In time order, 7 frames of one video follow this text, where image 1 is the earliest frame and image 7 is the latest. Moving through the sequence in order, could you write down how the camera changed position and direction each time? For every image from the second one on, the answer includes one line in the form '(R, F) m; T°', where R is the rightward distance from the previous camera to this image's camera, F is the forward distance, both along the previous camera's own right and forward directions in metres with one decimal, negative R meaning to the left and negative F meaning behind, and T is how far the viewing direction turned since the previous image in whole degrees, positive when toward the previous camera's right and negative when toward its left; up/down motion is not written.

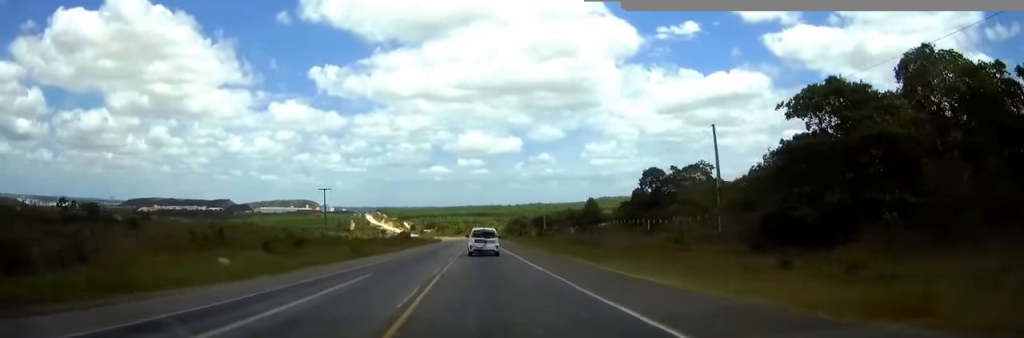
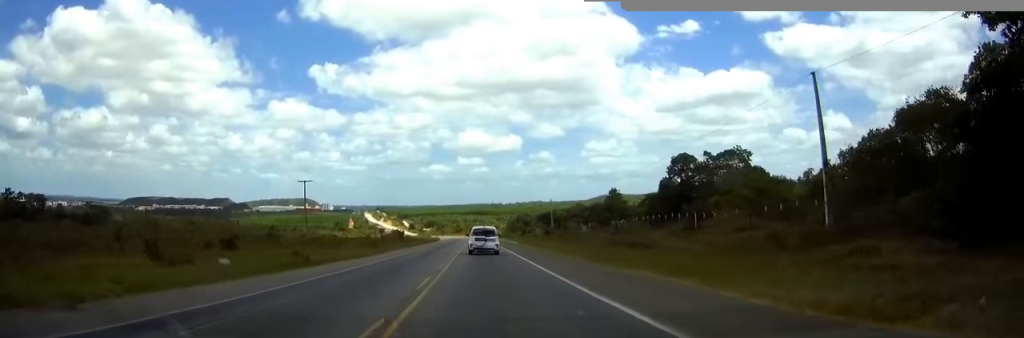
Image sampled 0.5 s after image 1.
(0.0, +14.6) m; 0°
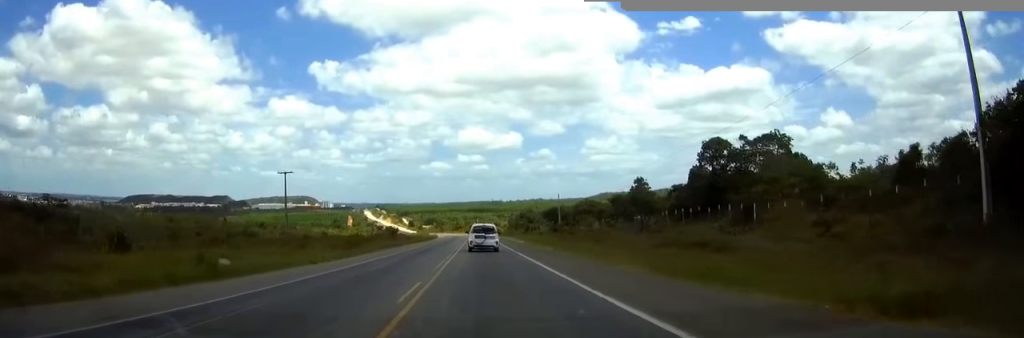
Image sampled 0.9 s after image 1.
(0.0, +11.7) m; 0°
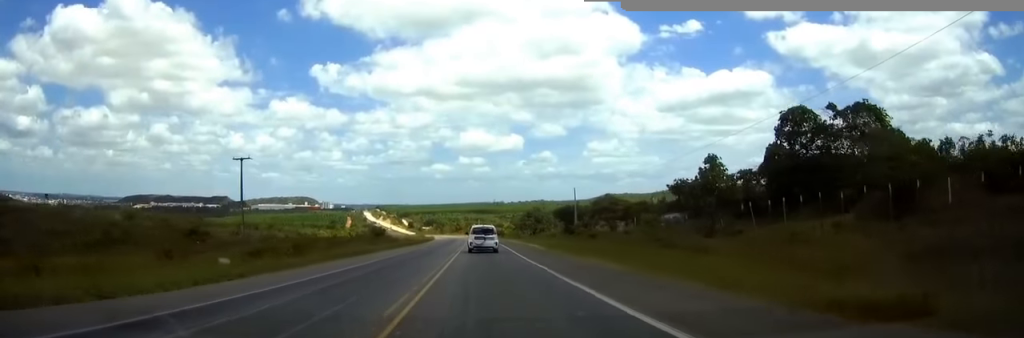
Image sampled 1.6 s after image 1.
(0.0, +19.4) m; 0°
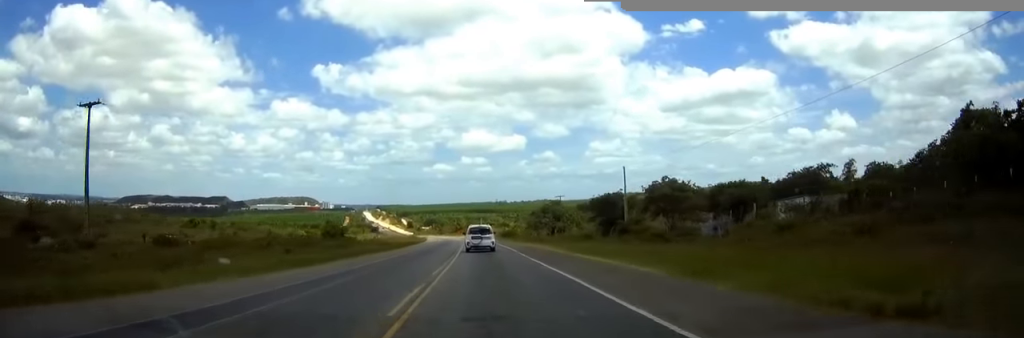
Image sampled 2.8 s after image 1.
(-0.1, +34.9) m; 0°
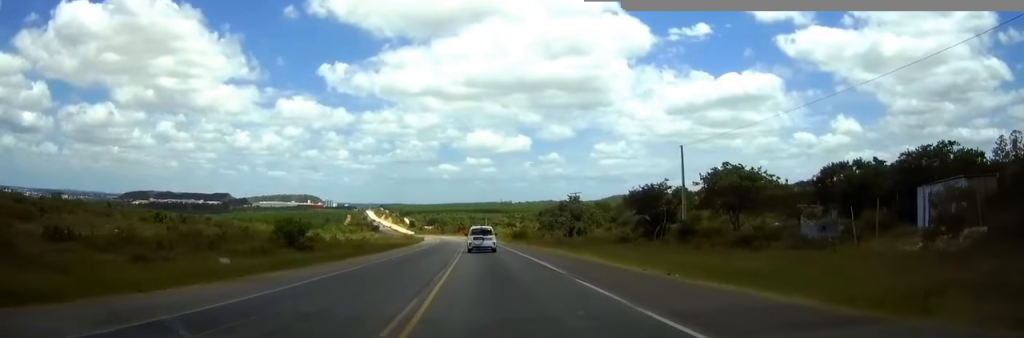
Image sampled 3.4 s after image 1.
(-0.1, +19.2) m; 0°
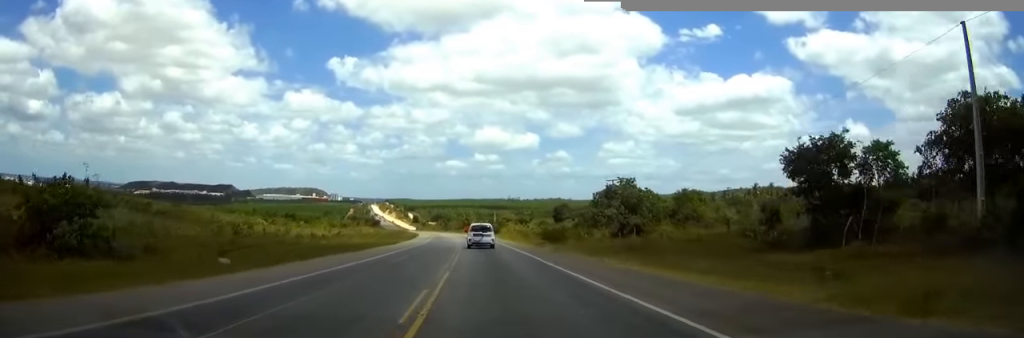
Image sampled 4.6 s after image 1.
(-0.1, +34.3) m; -1°
